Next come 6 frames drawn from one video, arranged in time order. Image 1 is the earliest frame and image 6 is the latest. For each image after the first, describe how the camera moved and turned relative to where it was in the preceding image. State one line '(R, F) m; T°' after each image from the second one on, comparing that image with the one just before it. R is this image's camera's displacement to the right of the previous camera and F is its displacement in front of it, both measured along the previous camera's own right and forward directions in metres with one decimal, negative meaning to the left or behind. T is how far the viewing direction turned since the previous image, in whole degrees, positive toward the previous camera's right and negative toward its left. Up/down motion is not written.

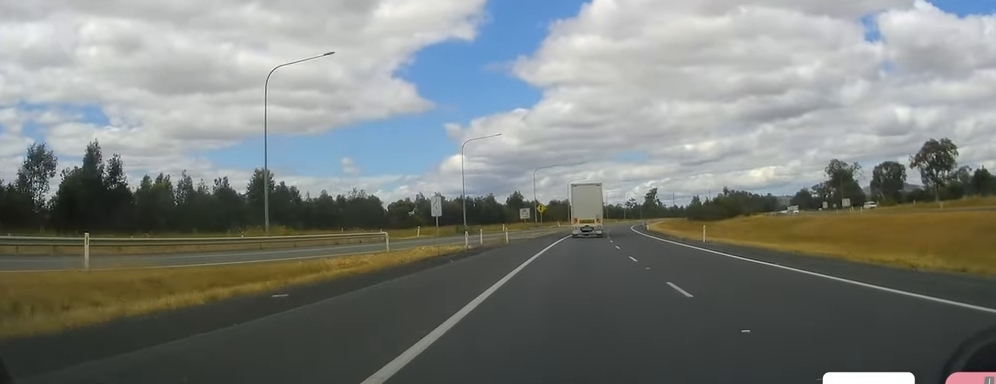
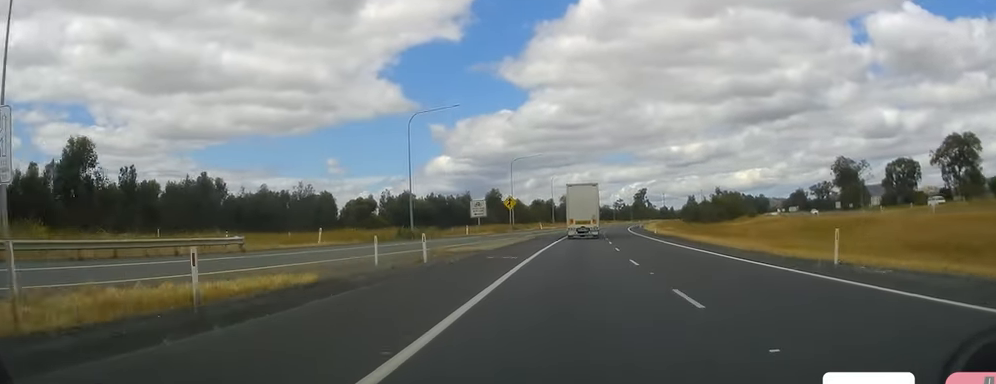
(+0.2, +24.9) m; 0°
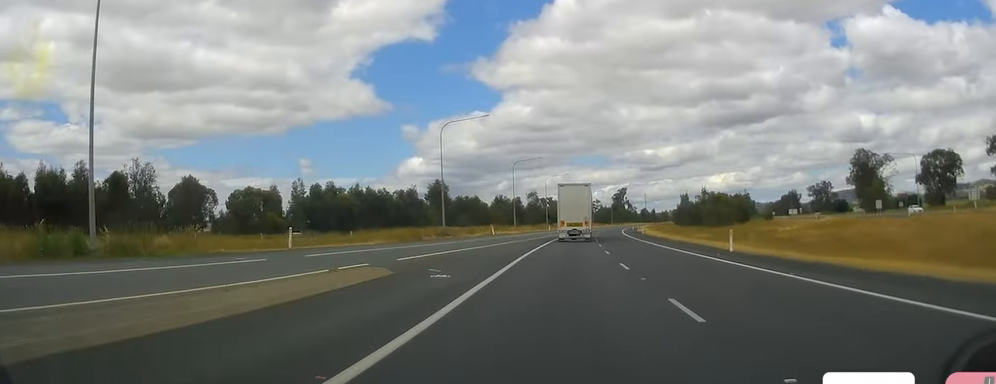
(+0.6, +48.1) m; +3°
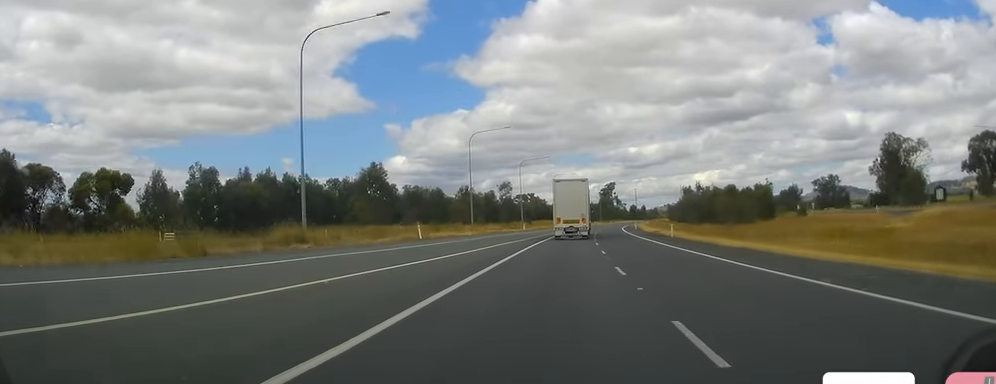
(+1.0, +38.4) m; +2°
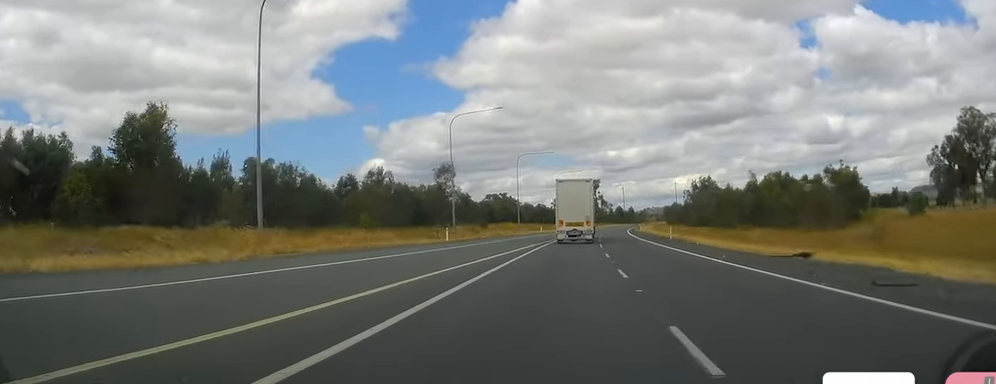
(+0.1, +58.3) m; +1°
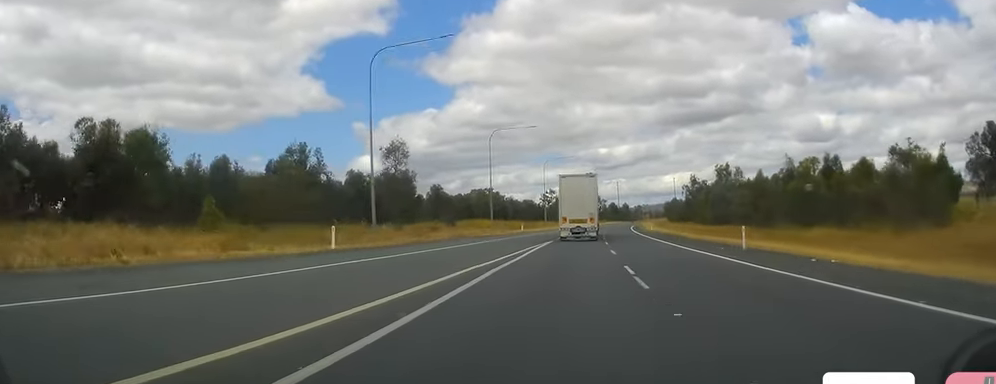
(+0.4, +26.8) m; +1°
